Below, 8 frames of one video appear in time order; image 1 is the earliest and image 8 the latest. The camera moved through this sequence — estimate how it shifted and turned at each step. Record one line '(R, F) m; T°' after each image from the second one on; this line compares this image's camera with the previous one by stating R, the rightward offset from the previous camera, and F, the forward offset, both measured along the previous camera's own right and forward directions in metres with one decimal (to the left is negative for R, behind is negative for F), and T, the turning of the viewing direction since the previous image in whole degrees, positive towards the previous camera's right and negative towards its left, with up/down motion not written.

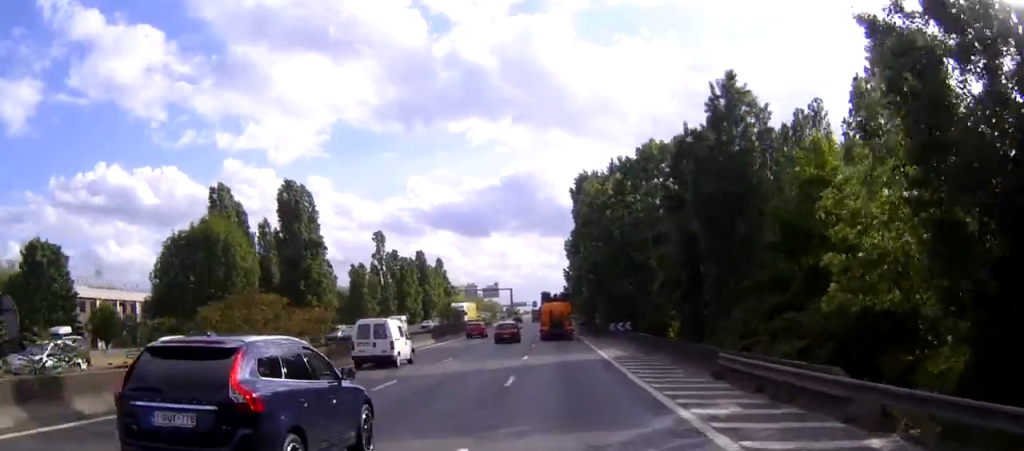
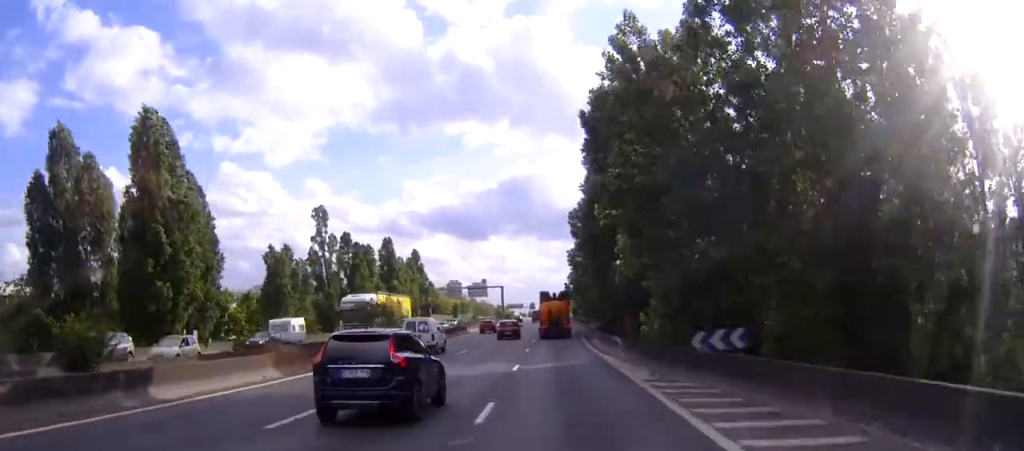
(0.0, +33.1) m; 0°
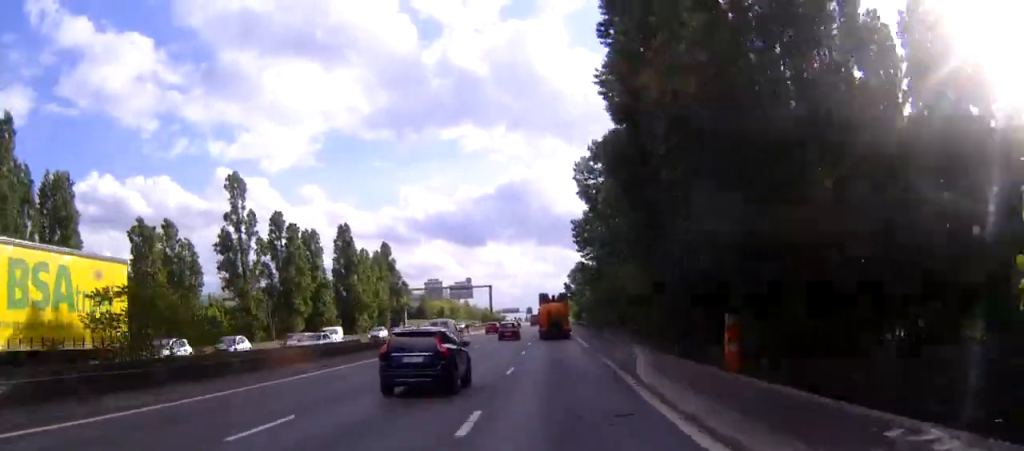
(0.0, +26.9) m; 0°
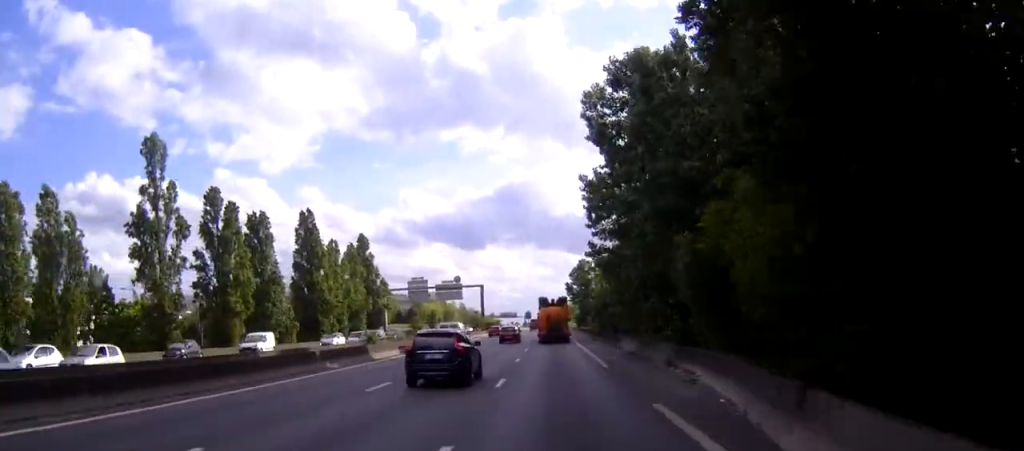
(0.0, +16.6) m; 0°
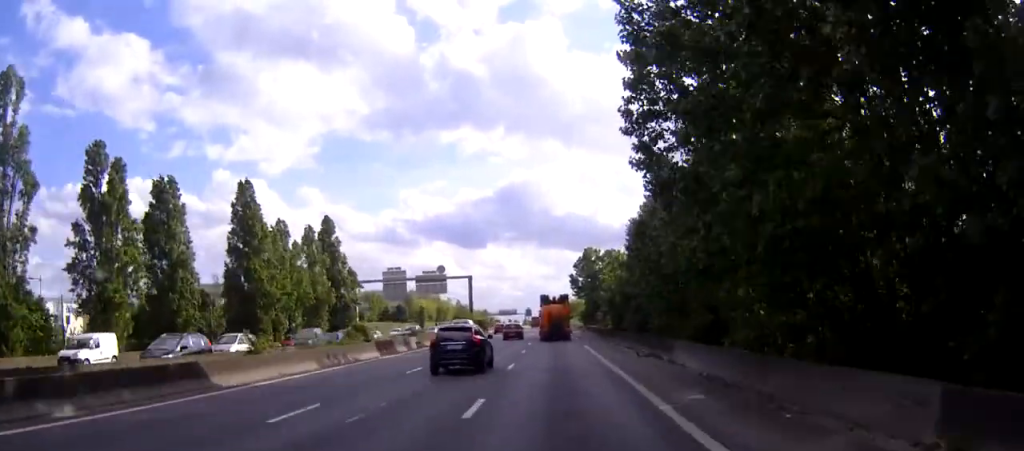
(-0.1, +19.8) m; 0°
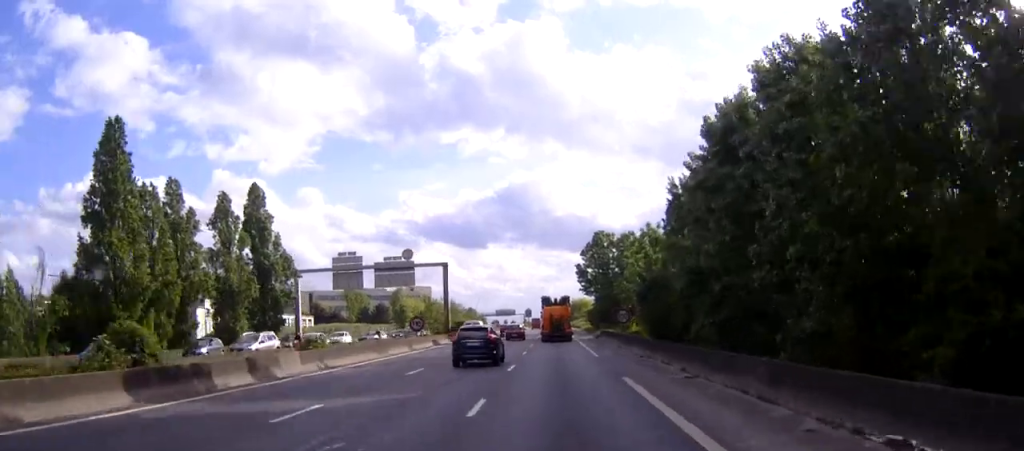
(+0.2, +25.5) m; 0°
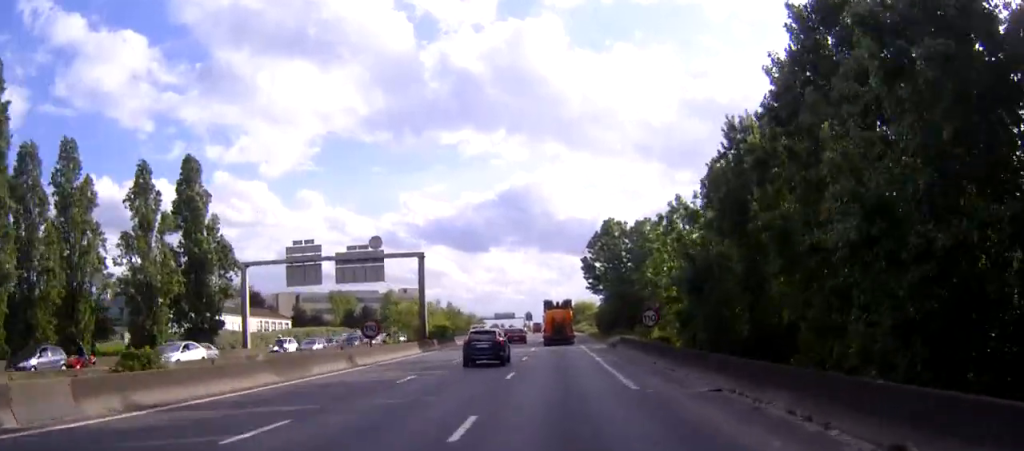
(0.0, +15.2) m; 0°
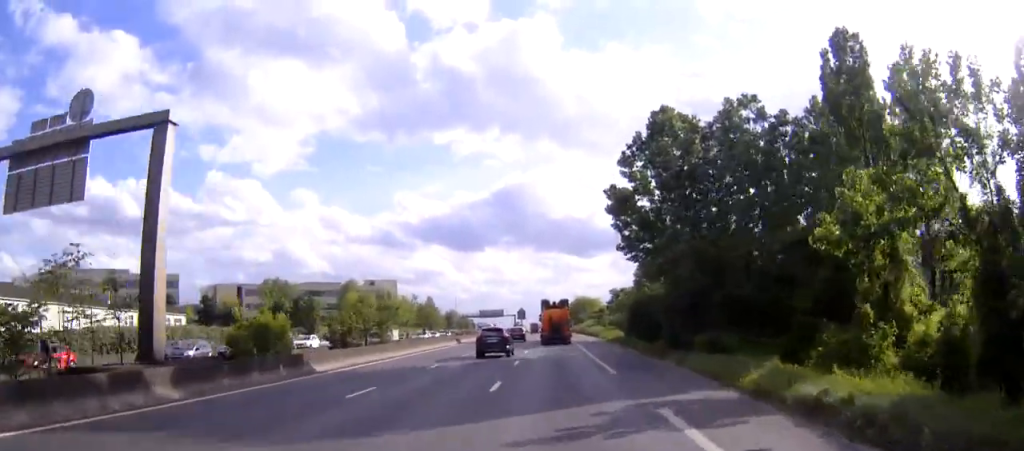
(+0.1, +44.0) m; 0°
